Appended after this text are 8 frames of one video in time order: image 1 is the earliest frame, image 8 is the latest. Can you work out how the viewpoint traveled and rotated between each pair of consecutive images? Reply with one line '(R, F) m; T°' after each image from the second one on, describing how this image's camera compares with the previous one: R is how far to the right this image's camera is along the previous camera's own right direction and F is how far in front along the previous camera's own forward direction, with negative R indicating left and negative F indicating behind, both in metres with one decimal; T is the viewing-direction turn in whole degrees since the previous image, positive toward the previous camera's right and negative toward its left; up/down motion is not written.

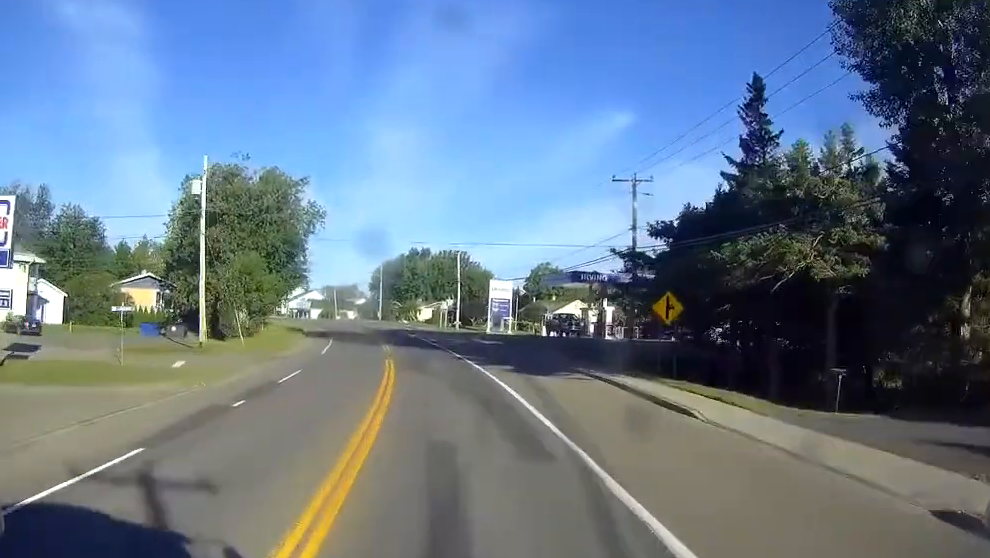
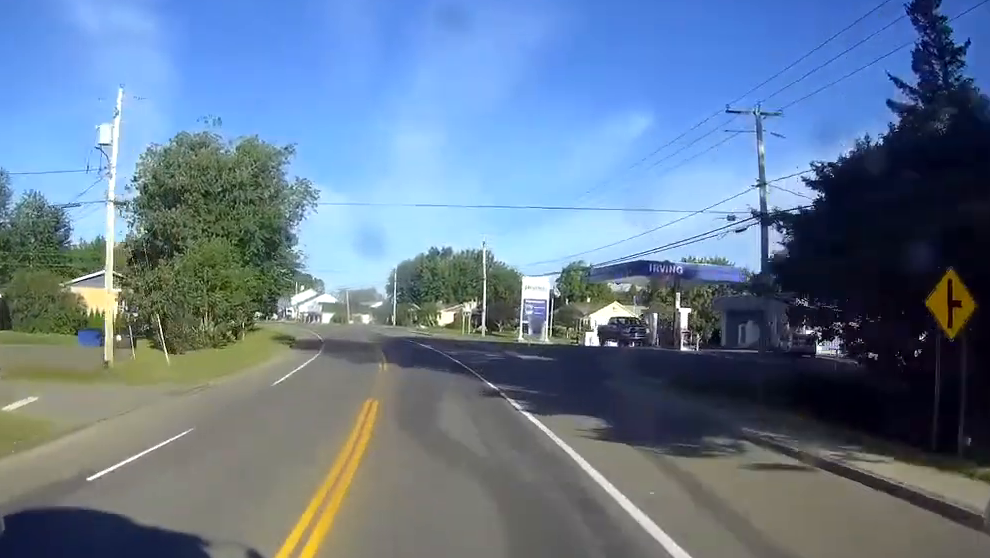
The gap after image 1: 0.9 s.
(-0.3, +17.4) m; -2°
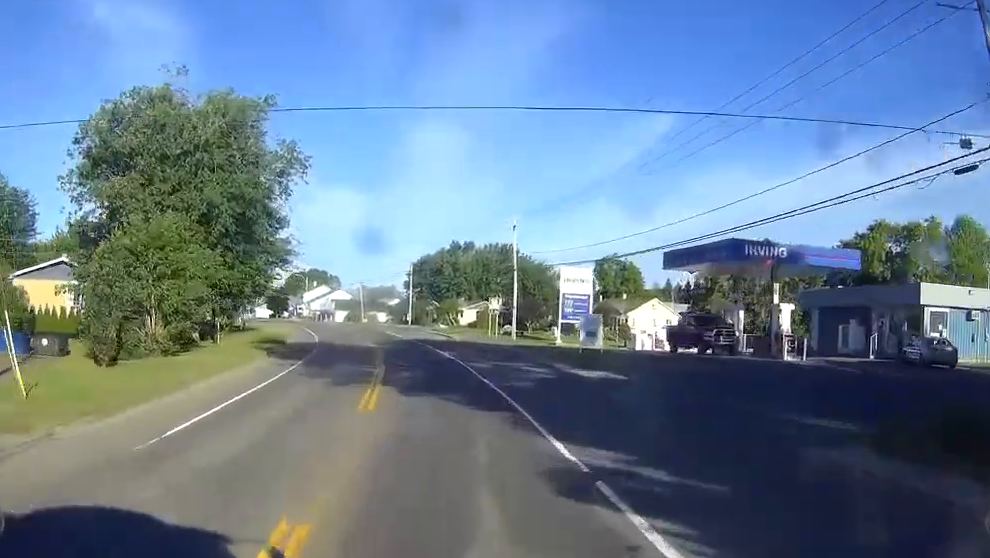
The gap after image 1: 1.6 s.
(-0.1, +14.2) m; -1°
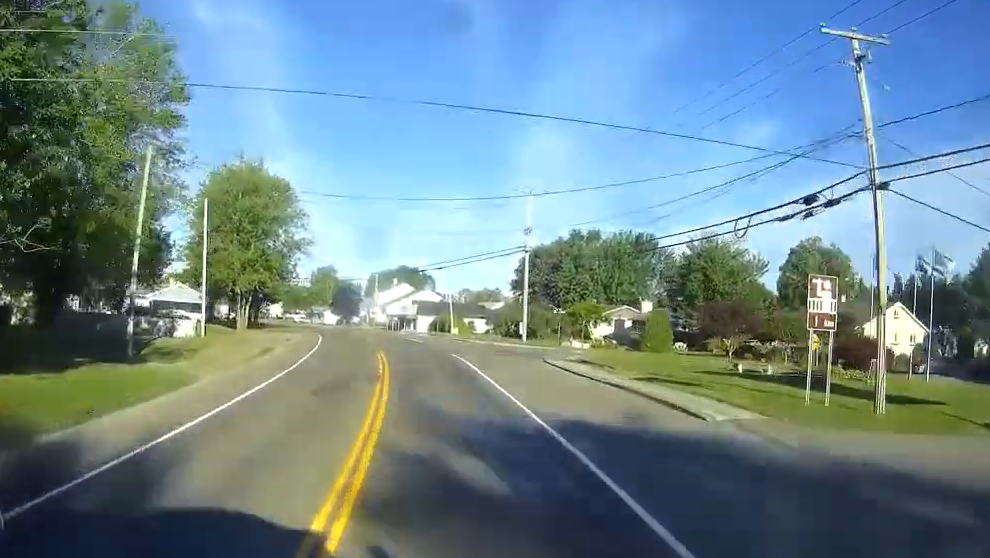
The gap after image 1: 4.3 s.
(-3.5, +50.9) m; -7°
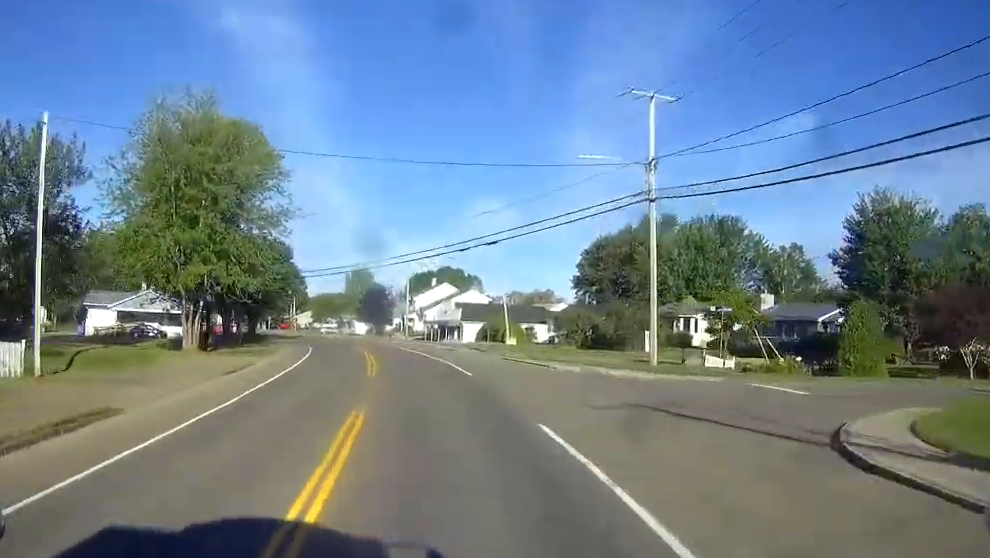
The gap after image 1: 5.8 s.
(-0.7, +29.1) m; -3°
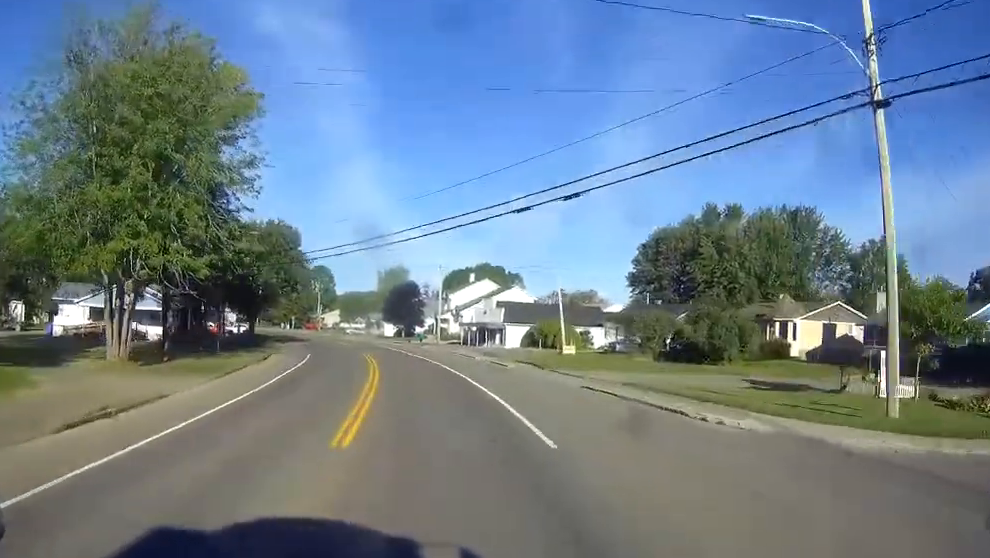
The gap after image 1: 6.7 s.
(-0.2, +17.5) m; -2°
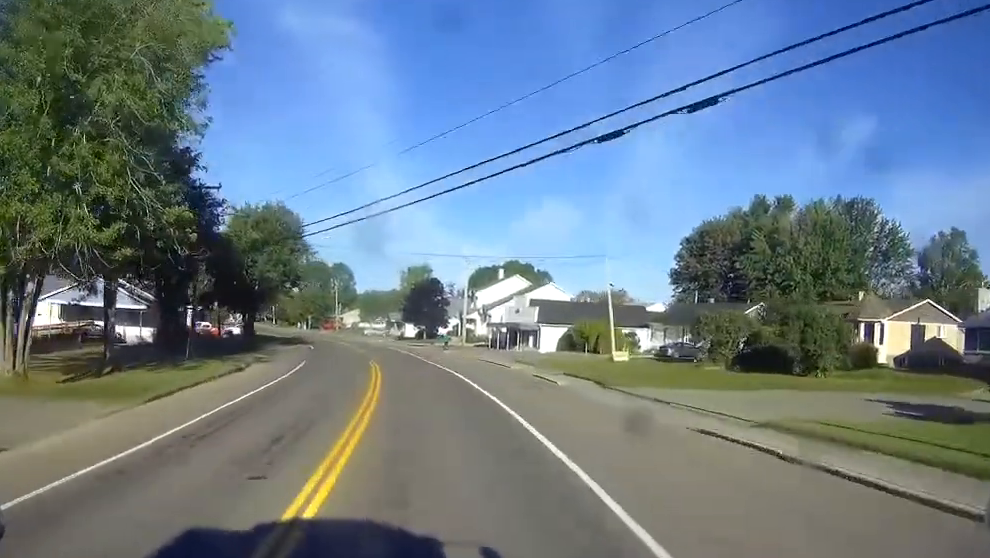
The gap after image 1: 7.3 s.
(-0.3, +11.6) m; -2°
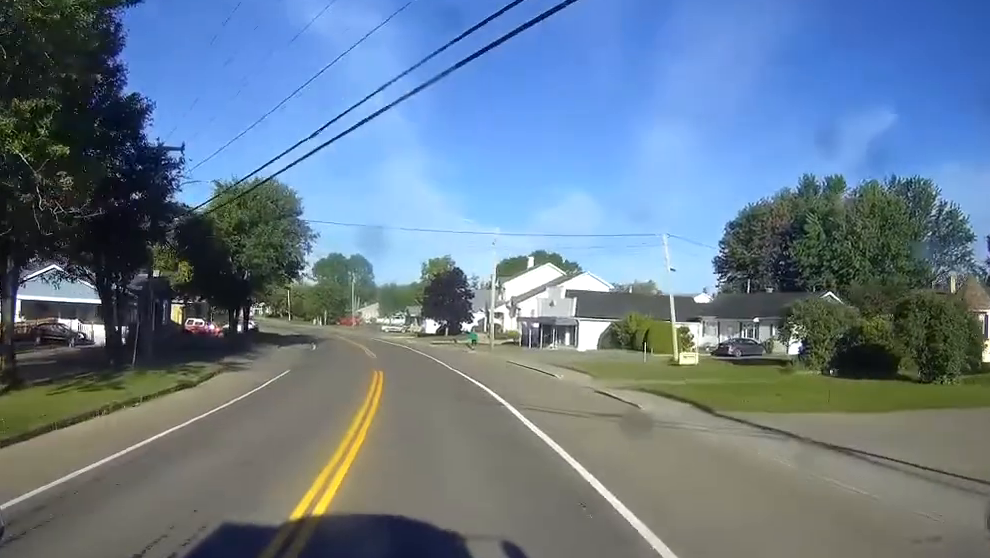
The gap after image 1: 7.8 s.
(-0.1, +11.0) m; -2°
